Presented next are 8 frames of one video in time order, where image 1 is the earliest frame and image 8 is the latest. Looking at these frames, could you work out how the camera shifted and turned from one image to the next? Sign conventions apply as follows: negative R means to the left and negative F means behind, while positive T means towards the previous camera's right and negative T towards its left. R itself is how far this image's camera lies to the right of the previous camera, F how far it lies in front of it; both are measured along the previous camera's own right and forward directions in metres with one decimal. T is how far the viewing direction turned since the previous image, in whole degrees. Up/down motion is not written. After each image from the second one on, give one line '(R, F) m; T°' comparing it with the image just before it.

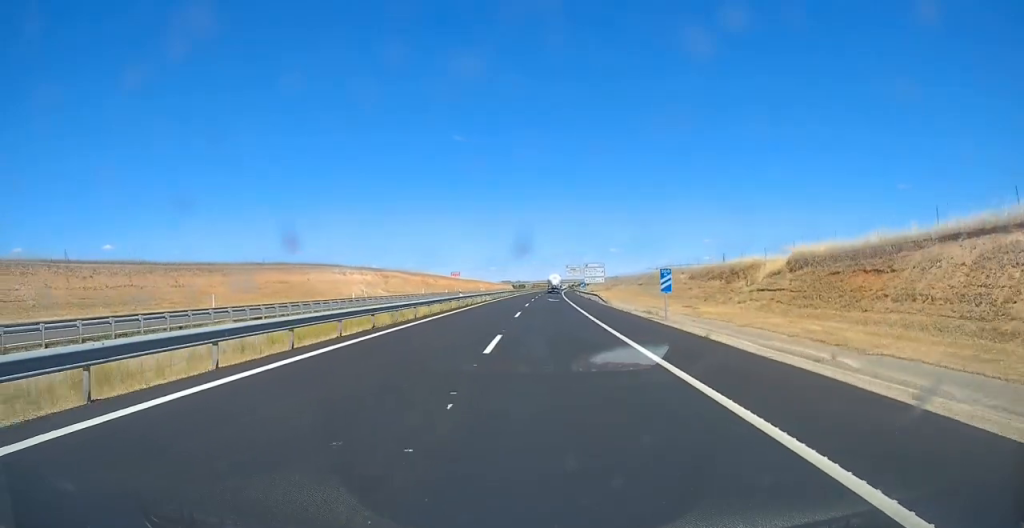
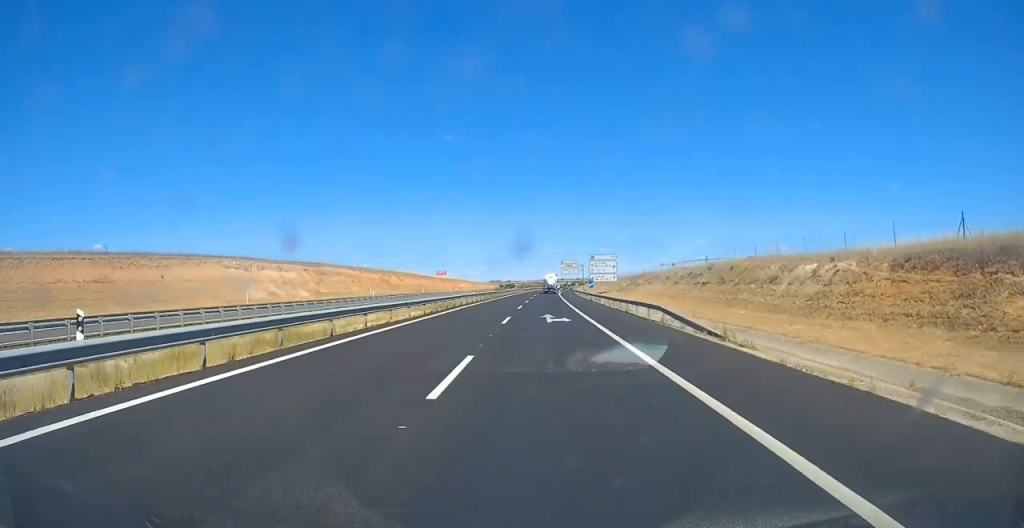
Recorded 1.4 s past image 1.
(+0.7, +39.5) m; +1°
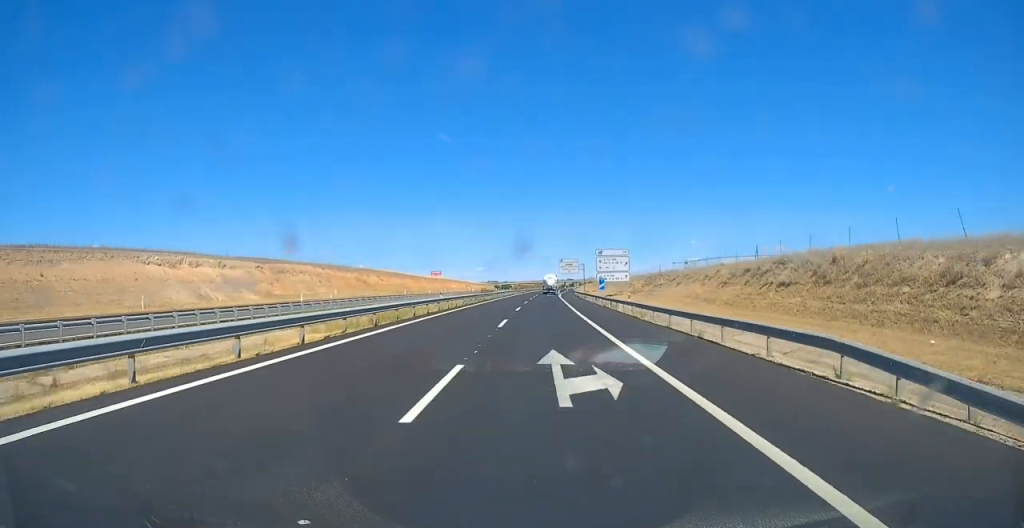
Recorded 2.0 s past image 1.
(-0.1, +18.1) m; 0°
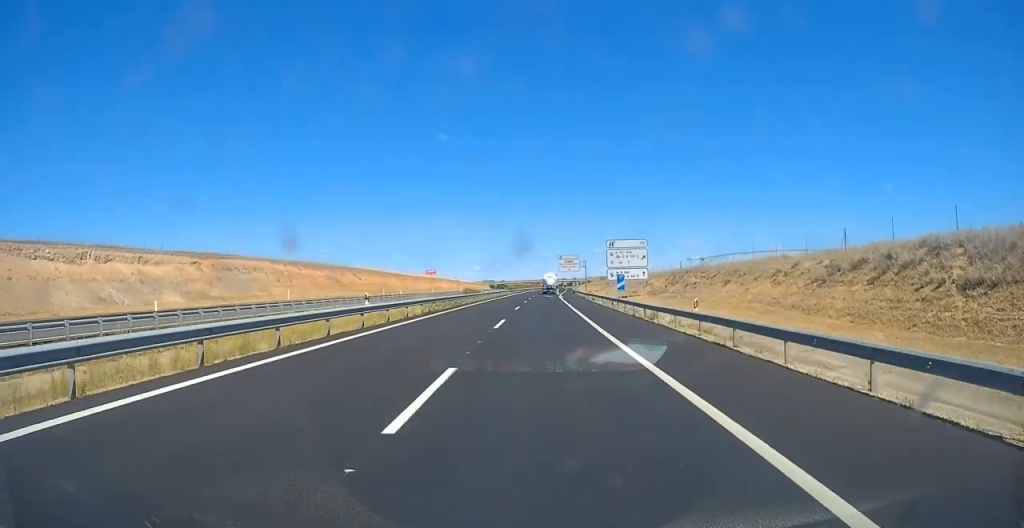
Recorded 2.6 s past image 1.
(-0.2, +17.2) m; 0°
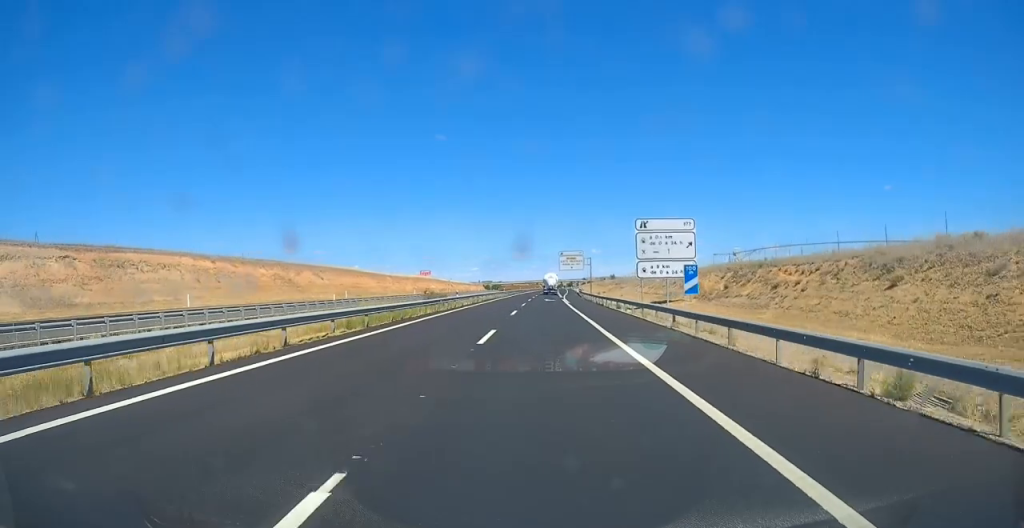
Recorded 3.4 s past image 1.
(+0.4, +23.3) m; 0°
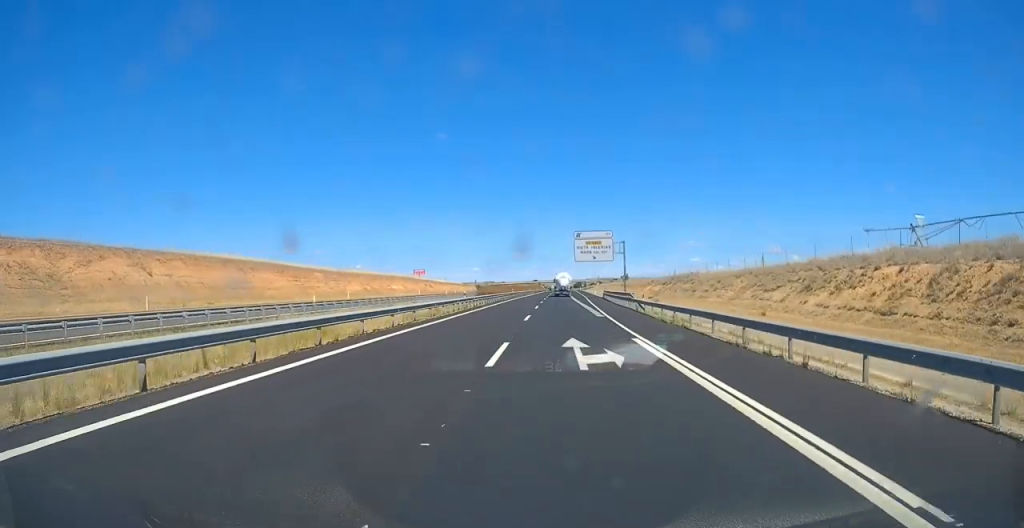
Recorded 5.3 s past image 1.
(-0.7, +54.0) m; -1°
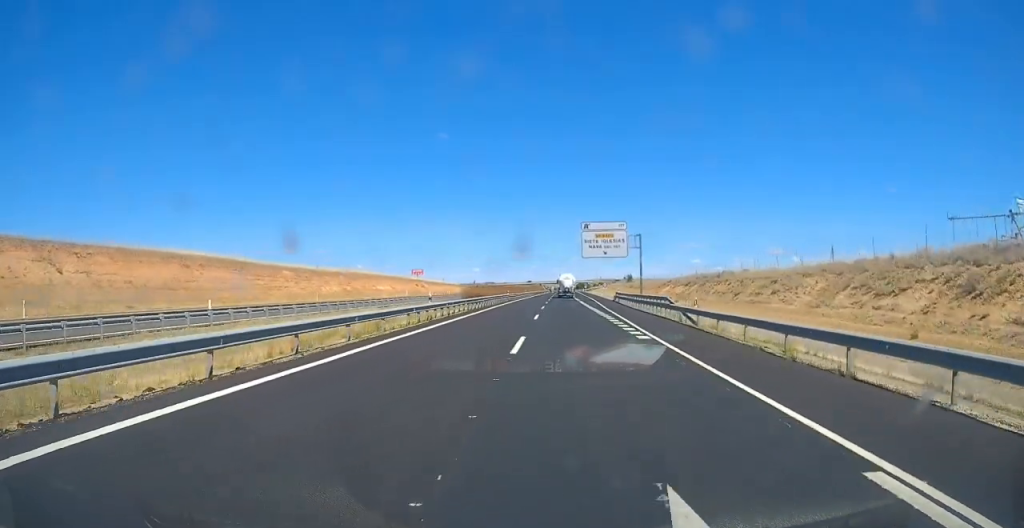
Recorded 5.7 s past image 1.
(0.0, +14.1) m; 0°
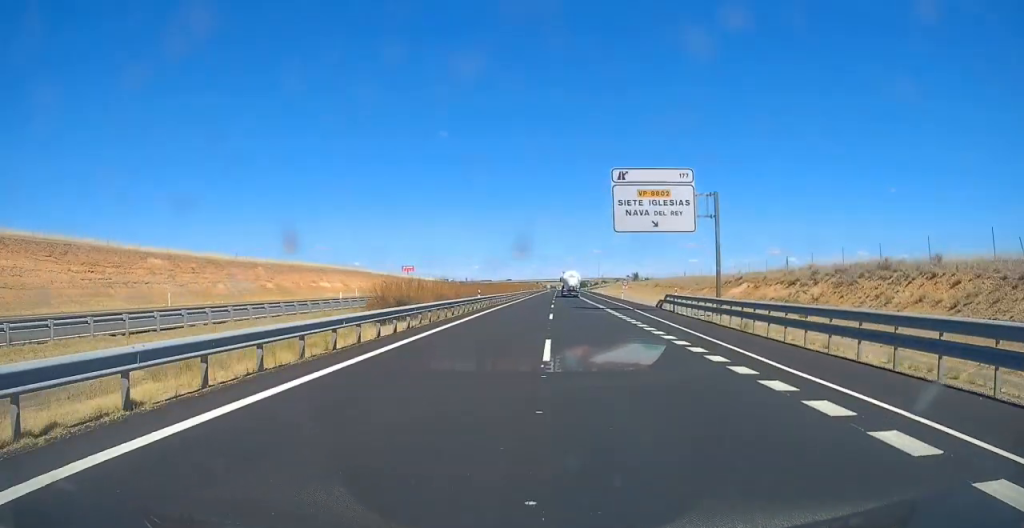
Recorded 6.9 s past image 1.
(+0.2, +35.2) m; +1°
